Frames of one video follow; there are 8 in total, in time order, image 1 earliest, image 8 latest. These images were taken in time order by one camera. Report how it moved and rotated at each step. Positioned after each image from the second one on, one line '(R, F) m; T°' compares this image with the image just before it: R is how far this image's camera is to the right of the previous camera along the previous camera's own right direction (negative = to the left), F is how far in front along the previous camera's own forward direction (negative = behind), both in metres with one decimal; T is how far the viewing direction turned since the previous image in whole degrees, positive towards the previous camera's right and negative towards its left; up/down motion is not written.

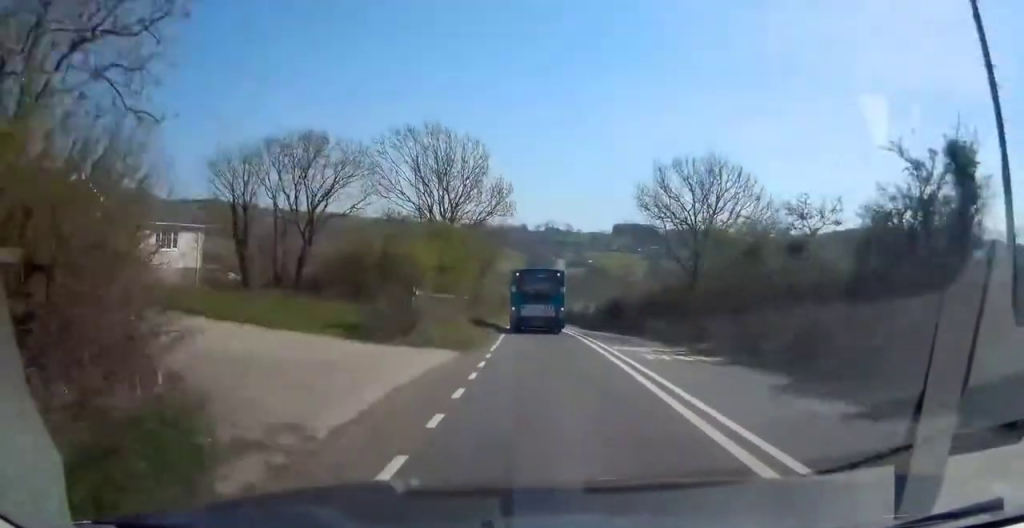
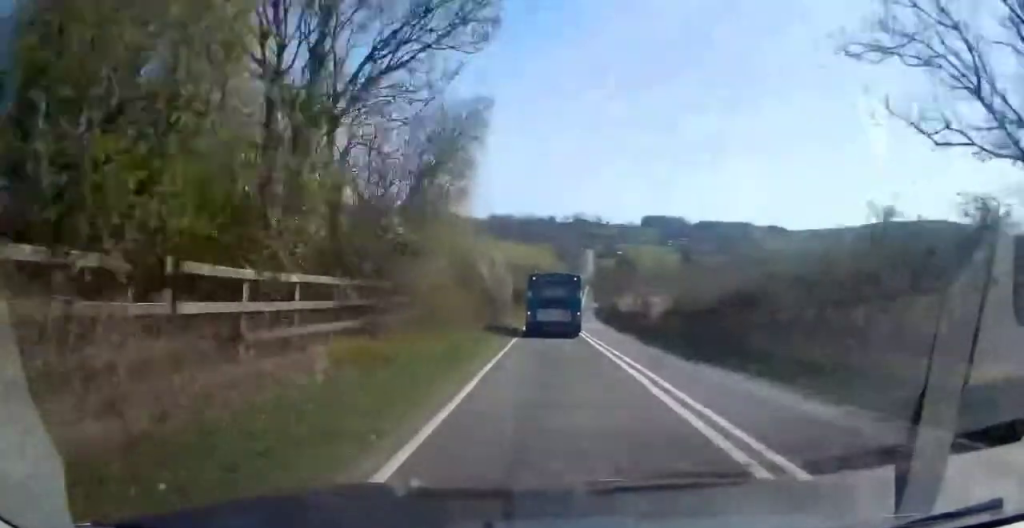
(0.0, +26.2) m; 0°
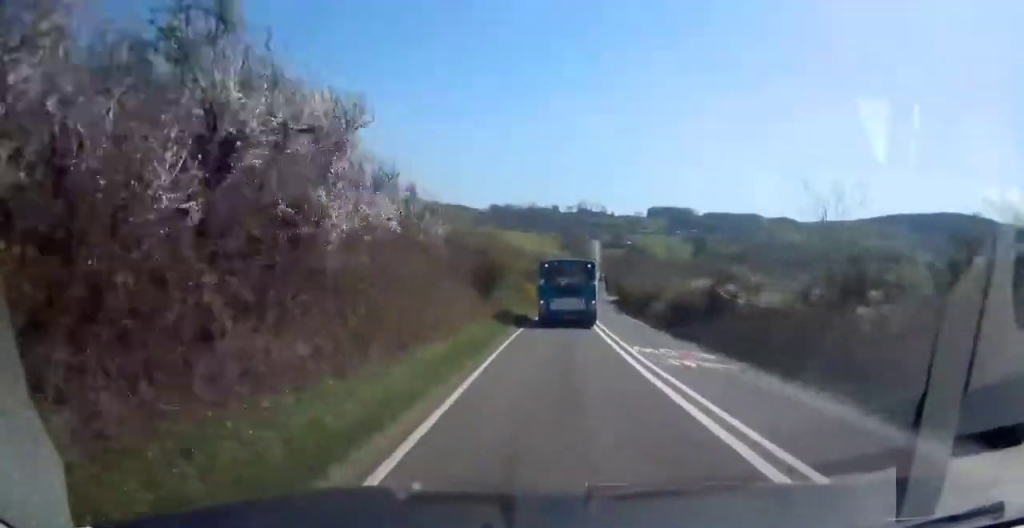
(0.0, +37.0) m; 0°
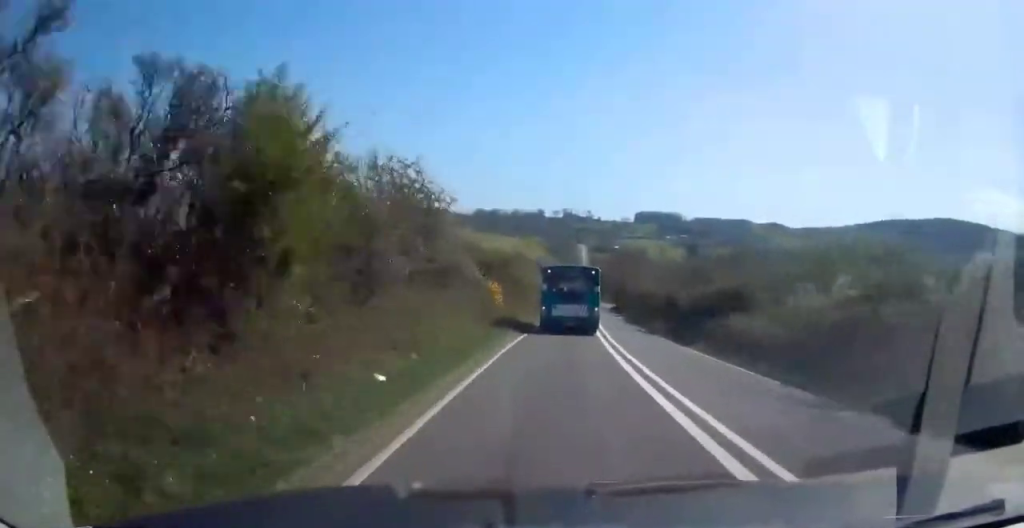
(0.0, +24.5) m; +1°
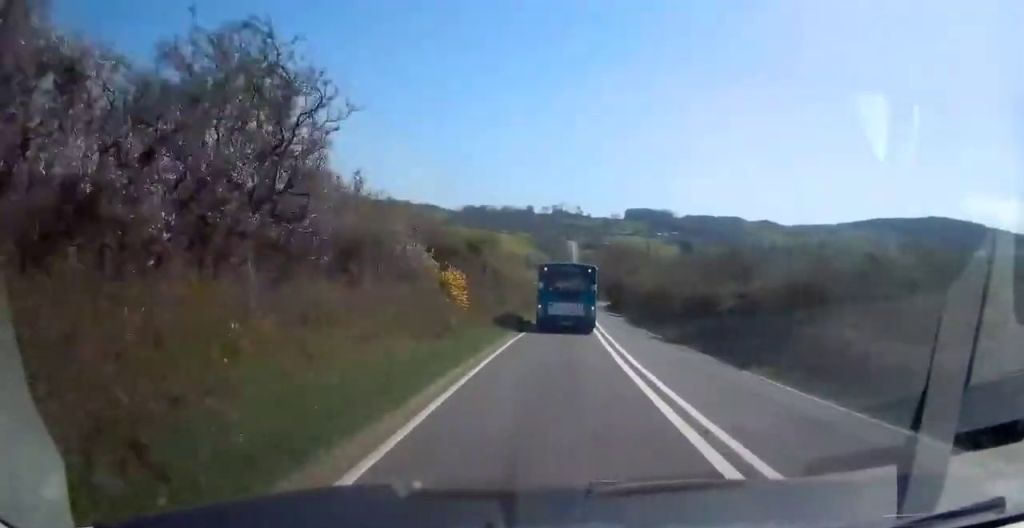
(+0.1, +10.2) m; 0°
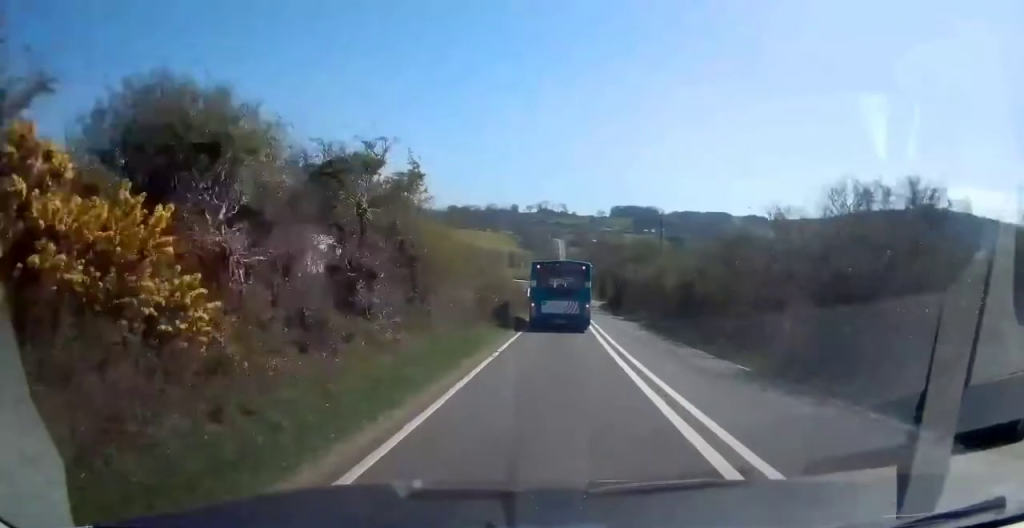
(+0.1, +16.7) m; 0°
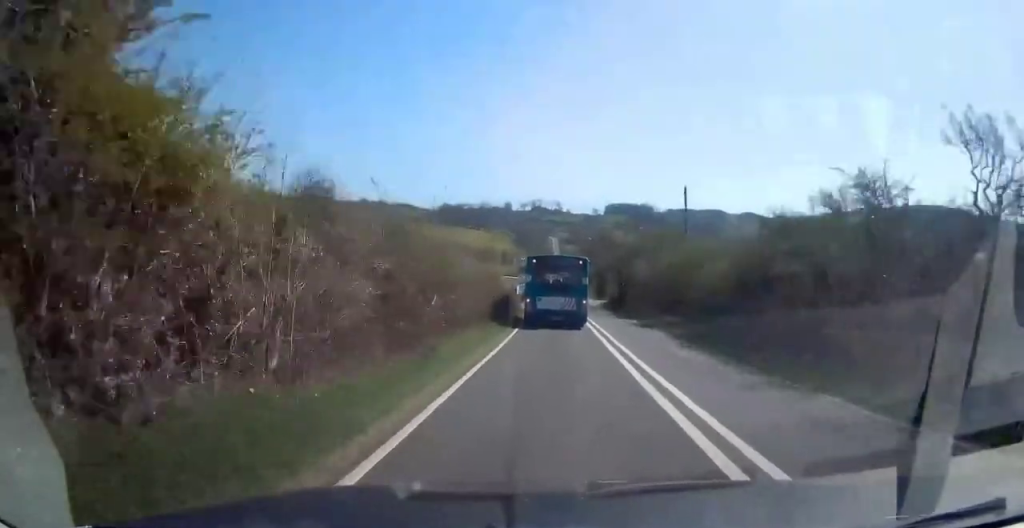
(-0.6, +11.8) m; +1°
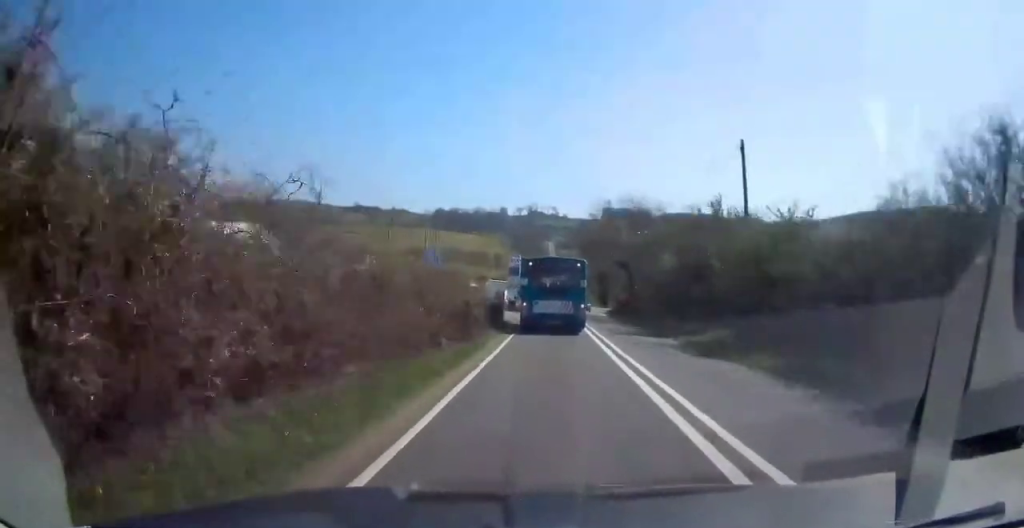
(+0.8, +12.9) m; +2°
